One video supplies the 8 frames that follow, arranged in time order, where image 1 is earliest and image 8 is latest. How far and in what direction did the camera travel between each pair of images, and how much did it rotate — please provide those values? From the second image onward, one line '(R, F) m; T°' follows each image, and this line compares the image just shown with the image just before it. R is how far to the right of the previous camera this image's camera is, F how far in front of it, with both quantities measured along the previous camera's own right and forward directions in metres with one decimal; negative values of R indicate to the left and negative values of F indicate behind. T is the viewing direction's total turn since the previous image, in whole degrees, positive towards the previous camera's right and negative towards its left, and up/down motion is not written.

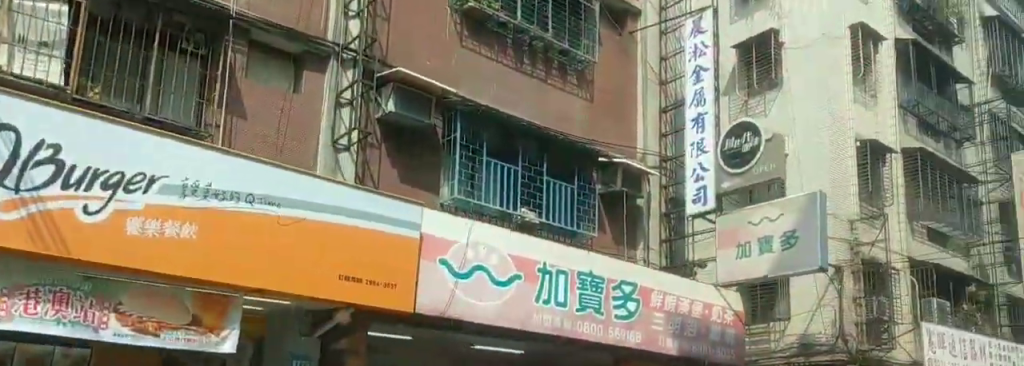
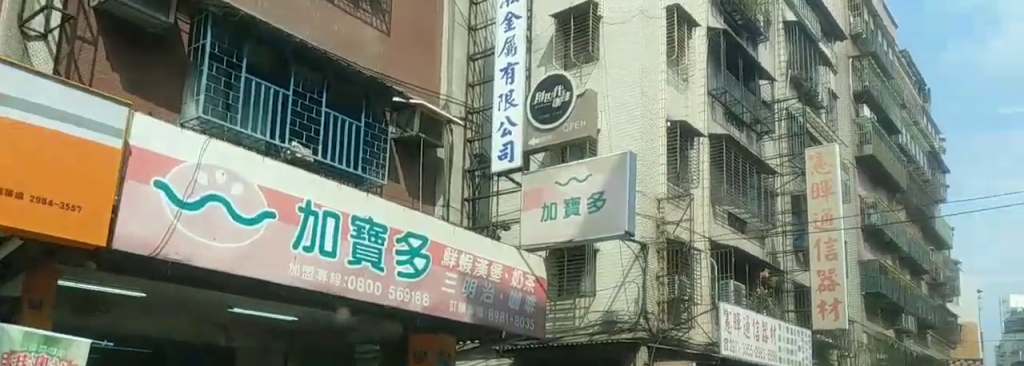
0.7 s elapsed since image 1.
(-0.1, +2.0) m; +12°
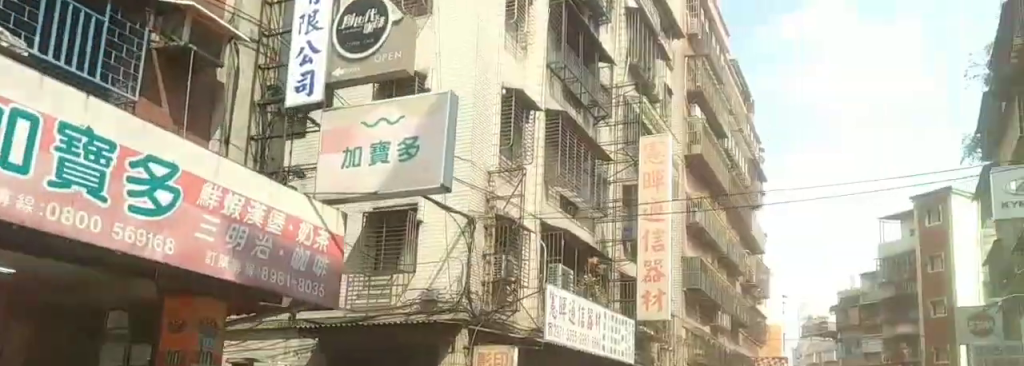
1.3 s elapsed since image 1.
(+0.5, +2.1) m; +7°
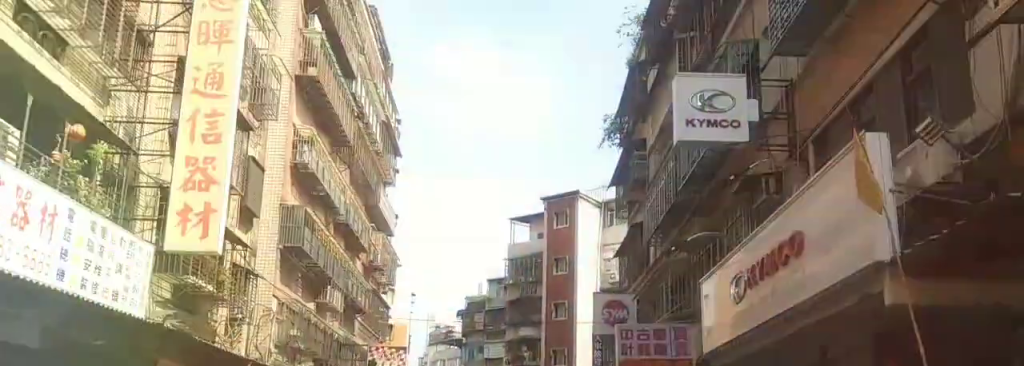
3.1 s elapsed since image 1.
(+0.7, +8.0) m; +5°
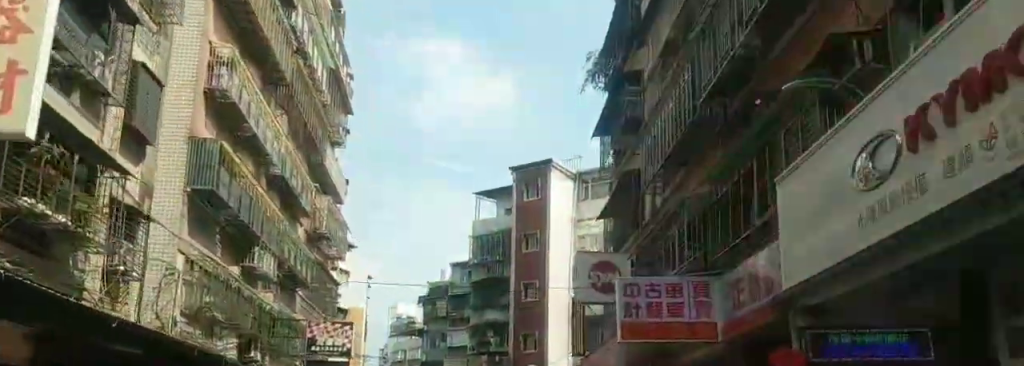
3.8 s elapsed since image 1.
(0.0, +3.9) m; +1°
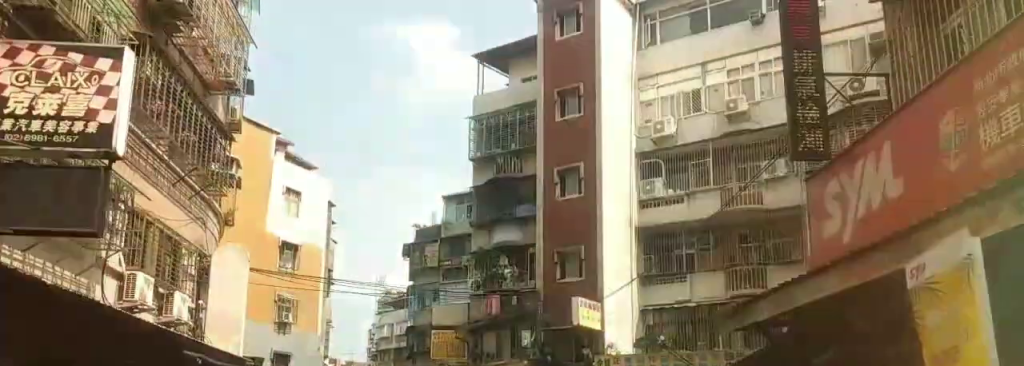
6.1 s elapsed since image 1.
(+0.4, +15.9) m; +1°
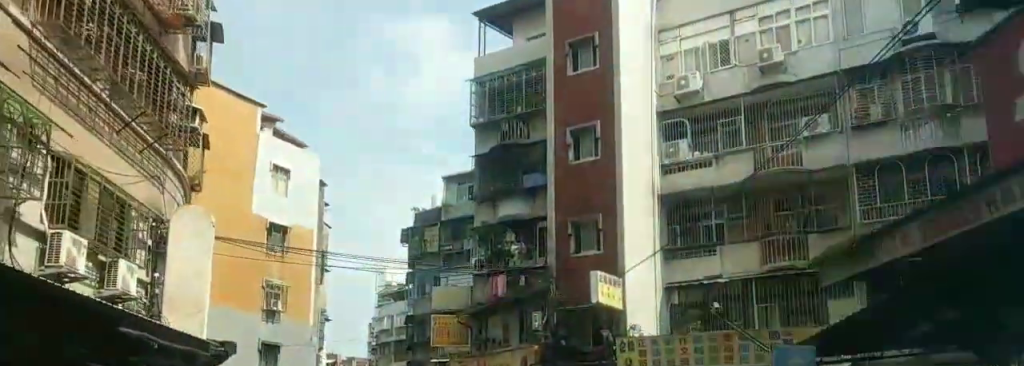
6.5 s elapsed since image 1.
(0.0, +3.4) m; -1°
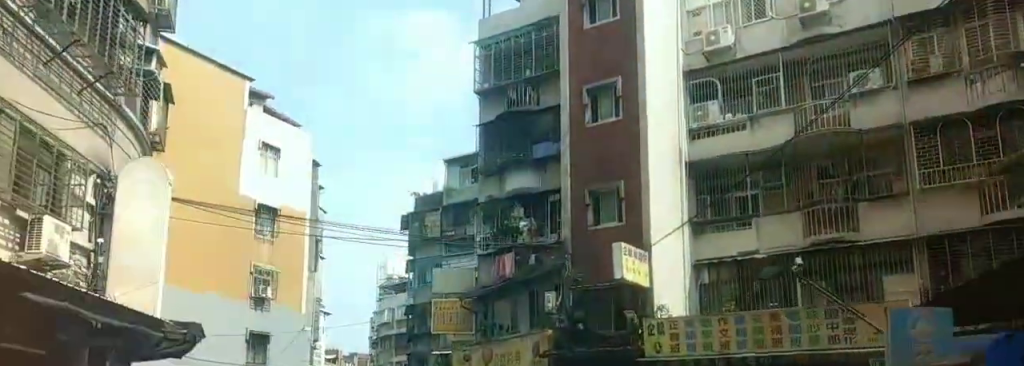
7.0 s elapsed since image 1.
(0.0, +3.4) m; 0°
